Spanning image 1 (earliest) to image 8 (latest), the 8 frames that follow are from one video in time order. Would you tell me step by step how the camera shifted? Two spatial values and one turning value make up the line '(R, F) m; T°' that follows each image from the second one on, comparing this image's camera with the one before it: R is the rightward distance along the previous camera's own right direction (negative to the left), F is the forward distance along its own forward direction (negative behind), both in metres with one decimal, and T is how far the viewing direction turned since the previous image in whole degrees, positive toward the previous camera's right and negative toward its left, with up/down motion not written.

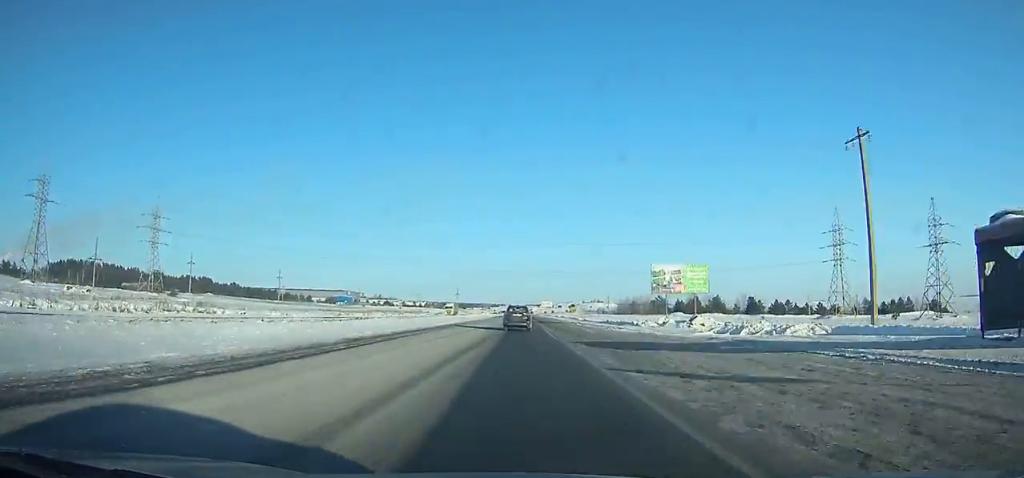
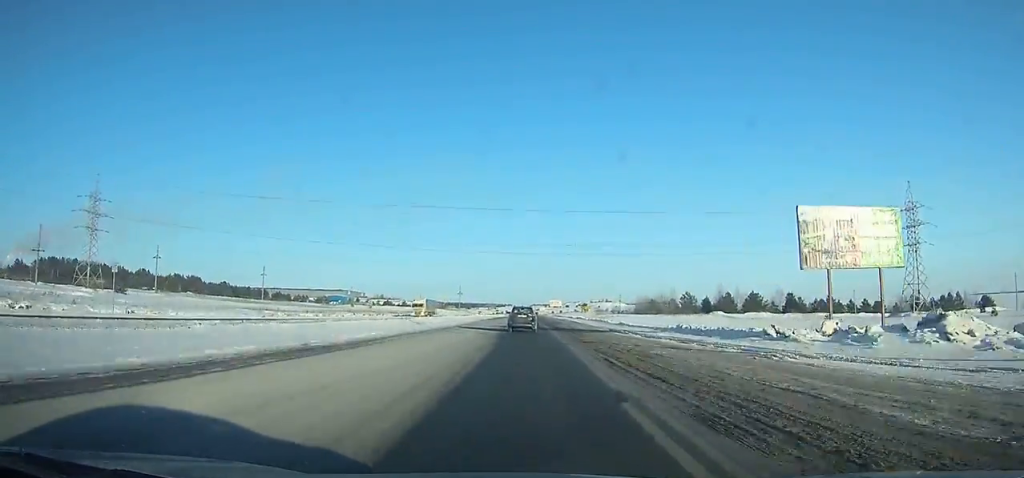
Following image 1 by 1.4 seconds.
(0.0, +30.8) m; 0°
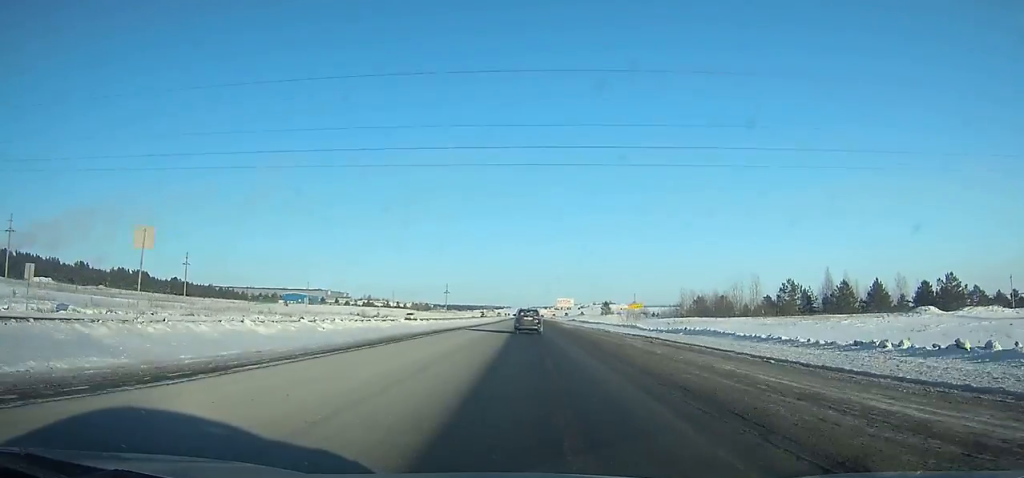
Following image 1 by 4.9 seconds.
(+0.2, +75.0) m; 0°
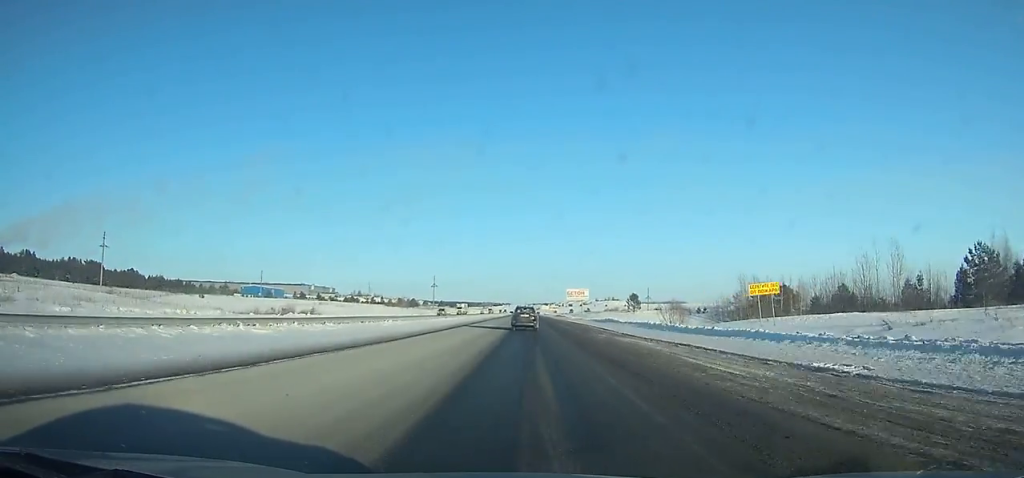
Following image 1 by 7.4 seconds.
(0.0, +53.6) m; 0°
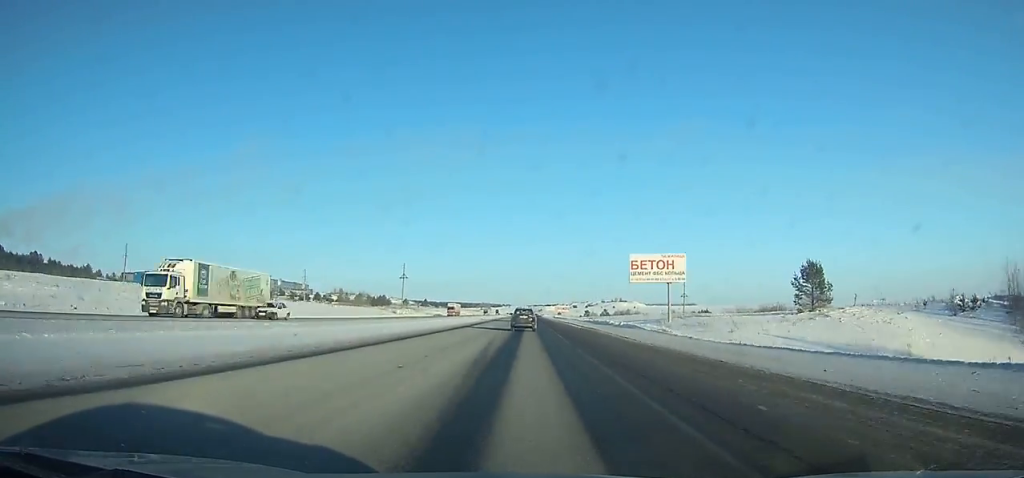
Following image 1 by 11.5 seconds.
(-0.4, +93.7) m; 0°
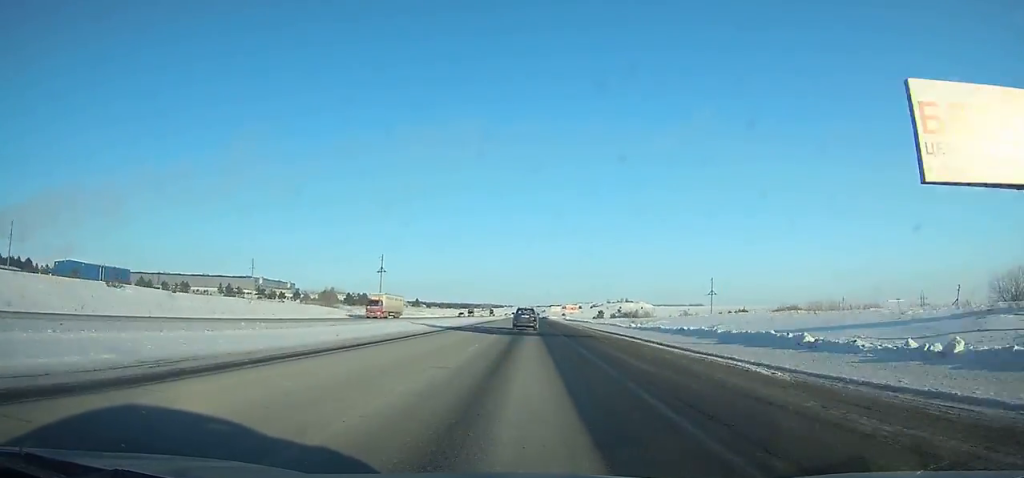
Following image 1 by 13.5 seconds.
(0.0, +48.1) m; 0°
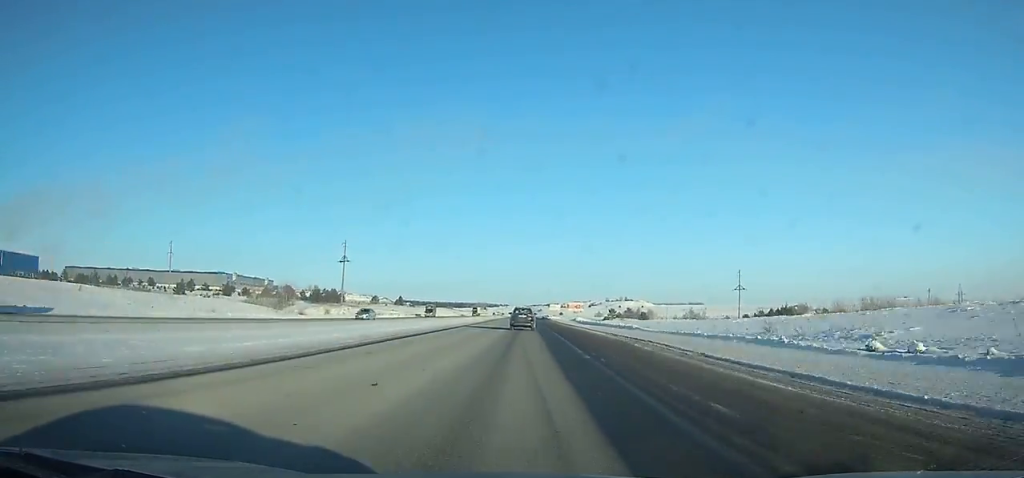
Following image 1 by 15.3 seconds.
(0.0, +44.2) m; 0°
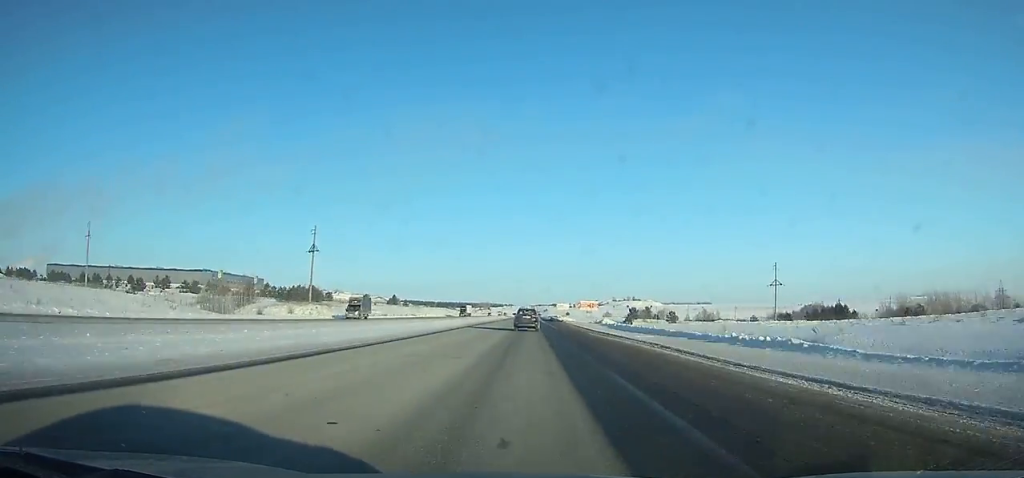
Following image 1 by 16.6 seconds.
(-0.1, +32.5) m; 0°
